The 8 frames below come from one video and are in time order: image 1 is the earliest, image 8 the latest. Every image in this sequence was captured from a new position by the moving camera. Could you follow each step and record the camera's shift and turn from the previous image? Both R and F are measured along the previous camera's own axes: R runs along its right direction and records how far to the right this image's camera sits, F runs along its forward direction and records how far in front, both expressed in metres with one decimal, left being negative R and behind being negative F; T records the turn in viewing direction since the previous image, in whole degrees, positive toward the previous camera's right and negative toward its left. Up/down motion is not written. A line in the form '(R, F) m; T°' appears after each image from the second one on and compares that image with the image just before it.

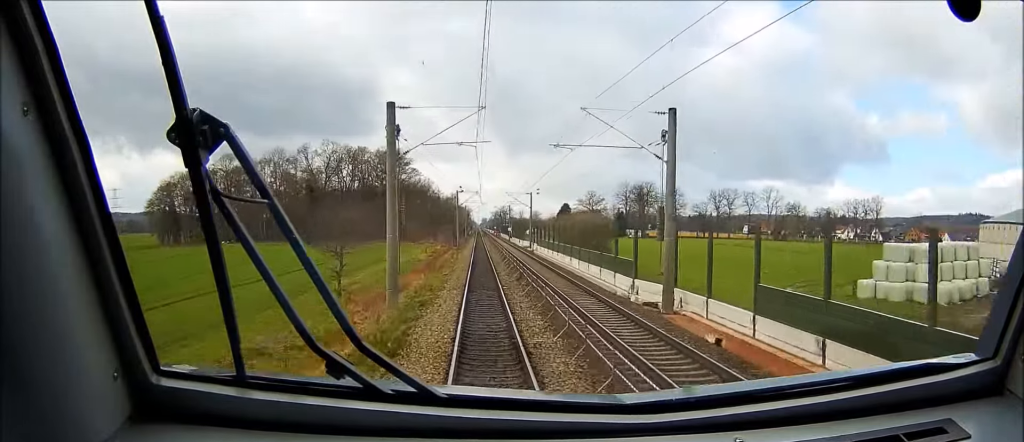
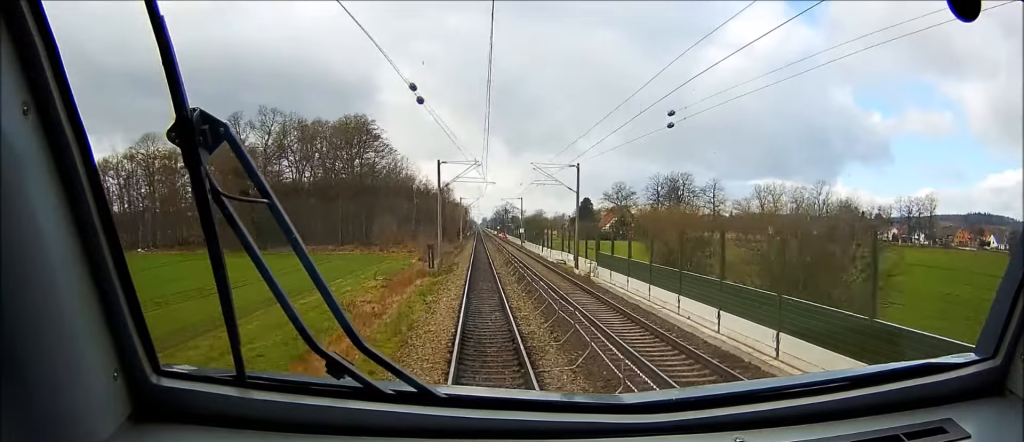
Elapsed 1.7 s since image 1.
(+0.1, +51.1) m; 0°
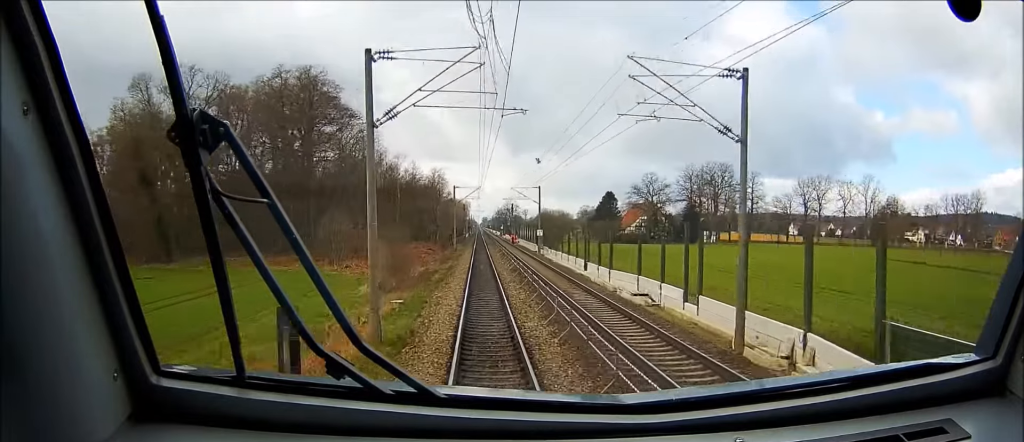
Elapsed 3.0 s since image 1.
(+0.2, +38.3) m; 0°
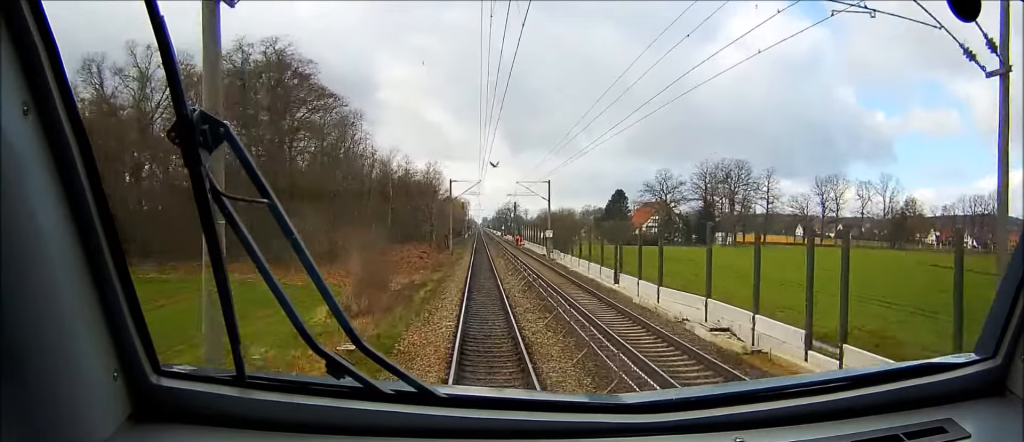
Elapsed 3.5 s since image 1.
(0.0, +12.8) m; 0°
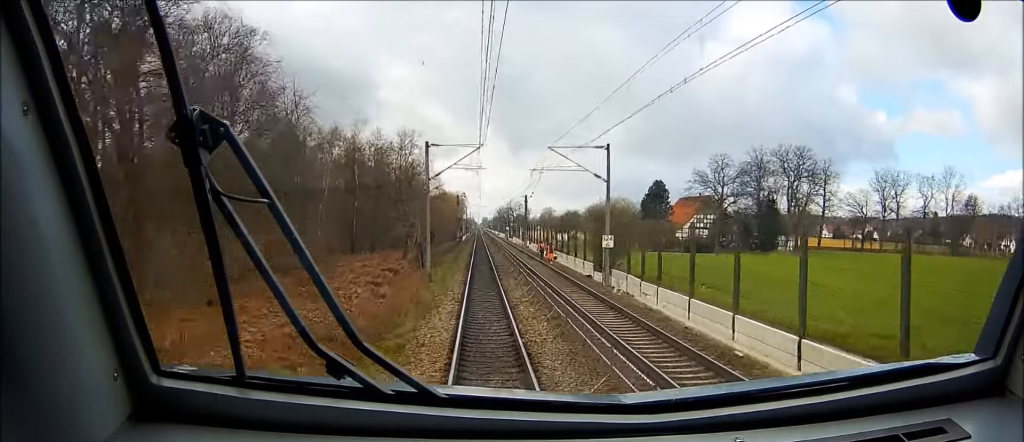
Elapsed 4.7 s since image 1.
(+0.2, +37.4) m; 0°
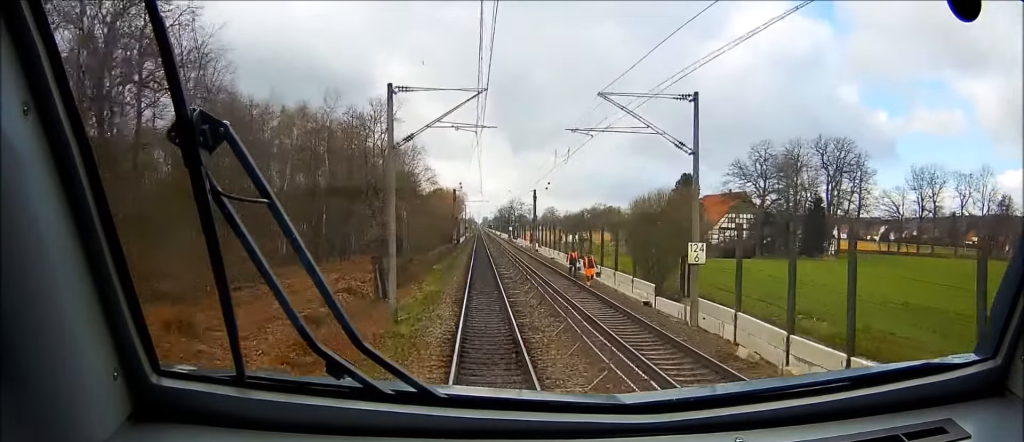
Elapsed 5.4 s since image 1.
(0.0, +19.6) m; 0°
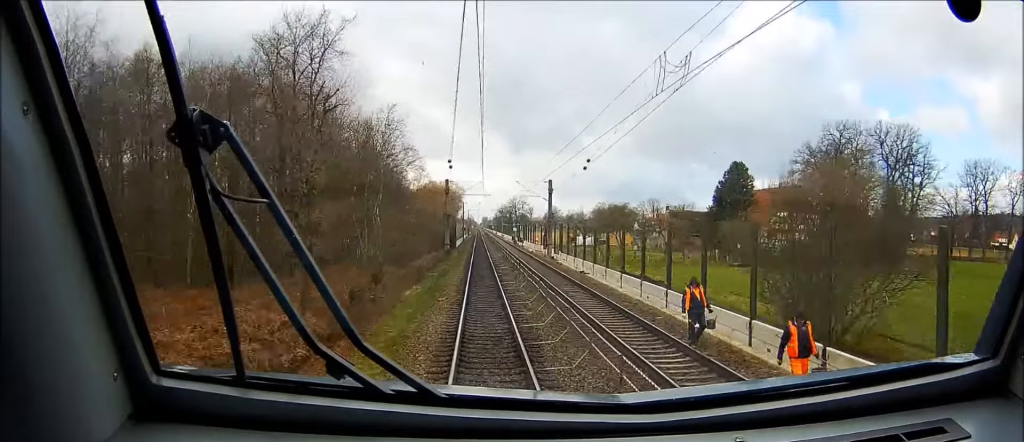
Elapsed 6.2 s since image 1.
(+0.1, +22.6) m; 0°
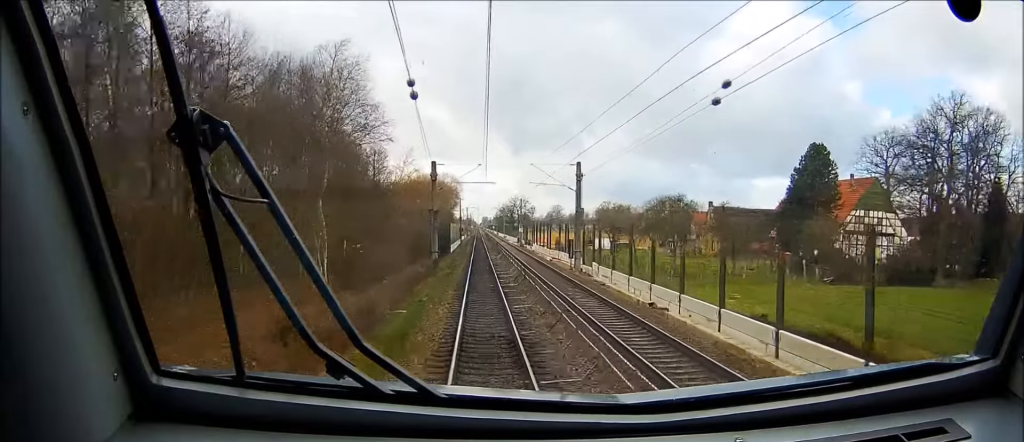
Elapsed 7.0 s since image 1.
(+0.1, +23.5) m; 0°
